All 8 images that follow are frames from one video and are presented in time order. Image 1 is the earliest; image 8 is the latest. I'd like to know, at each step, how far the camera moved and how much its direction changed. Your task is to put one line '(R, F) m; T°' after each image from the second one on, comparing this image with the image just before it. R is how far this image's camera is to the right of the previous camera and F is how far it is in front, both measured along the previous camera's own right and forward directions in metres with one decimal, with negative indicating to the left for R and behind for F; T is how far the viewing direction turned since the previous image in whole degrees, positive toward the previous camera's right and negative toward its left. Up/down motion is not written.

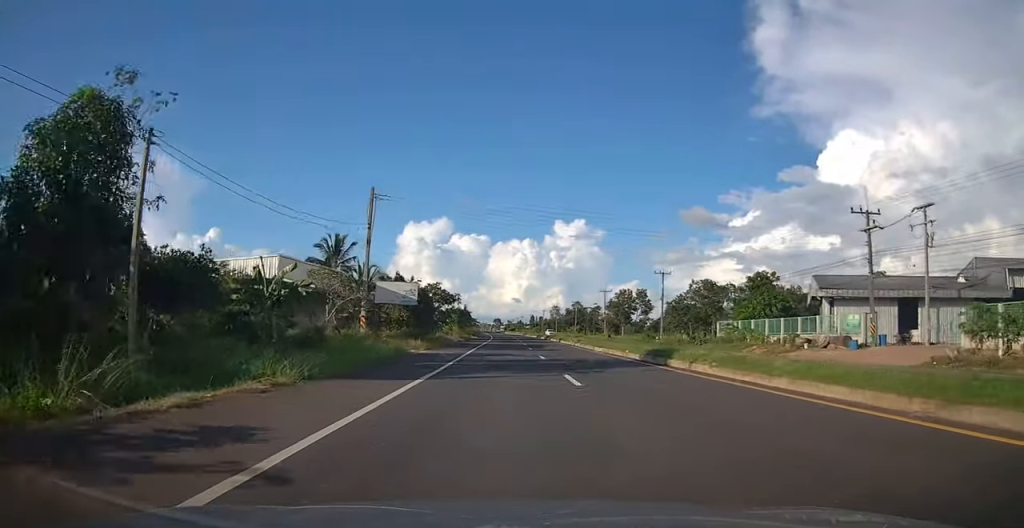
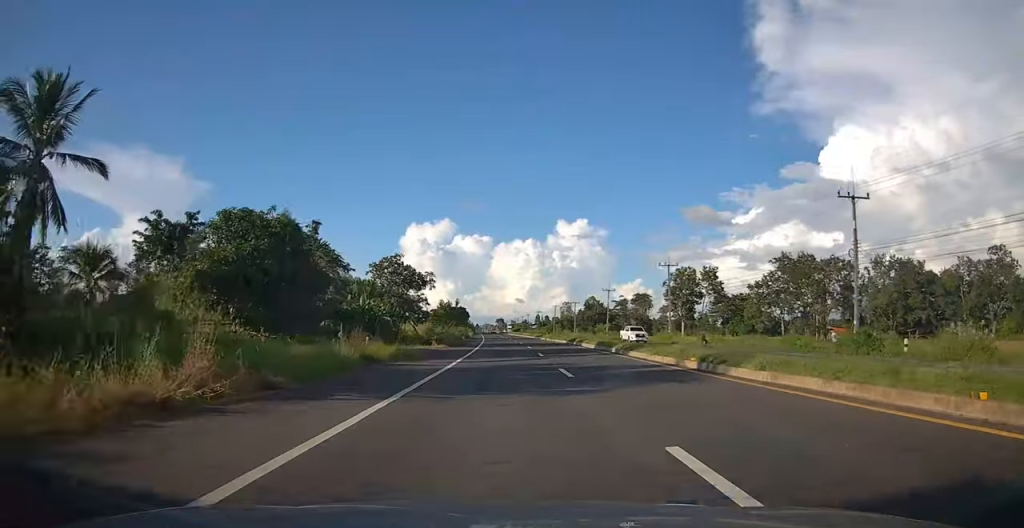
(0.0, +45.9) m; 0°
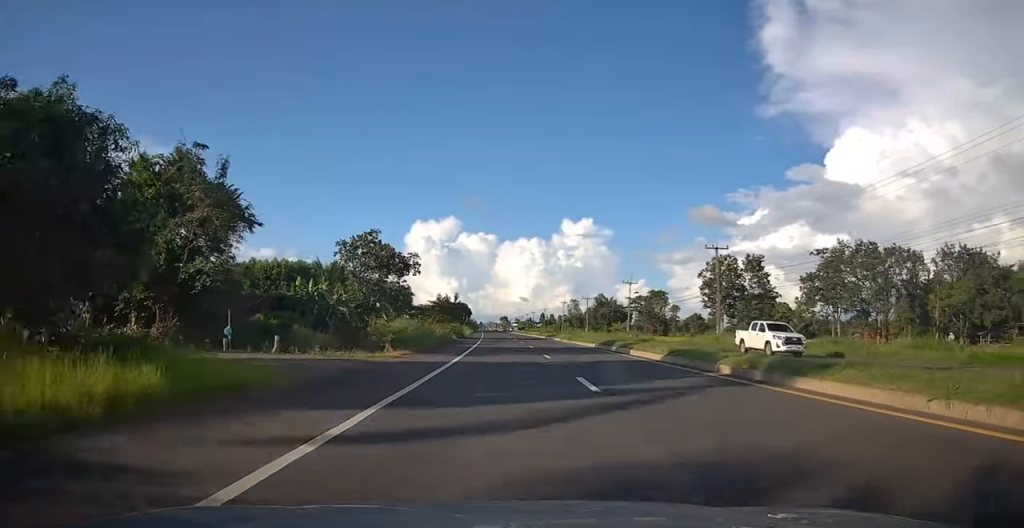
(0.0, +15.9) m; 0°
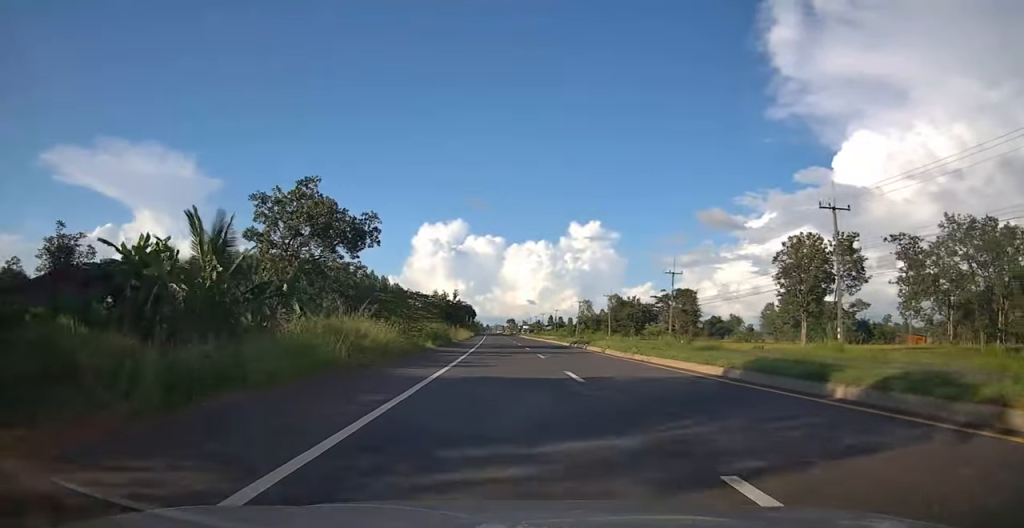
(0.0, +21.3) m; -2°
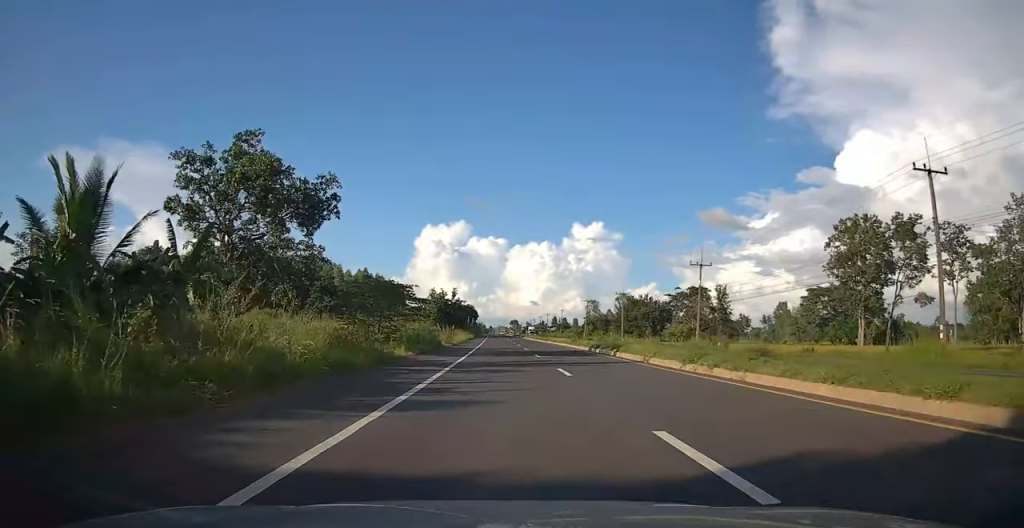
(-0.3, +9.9) m; -1°
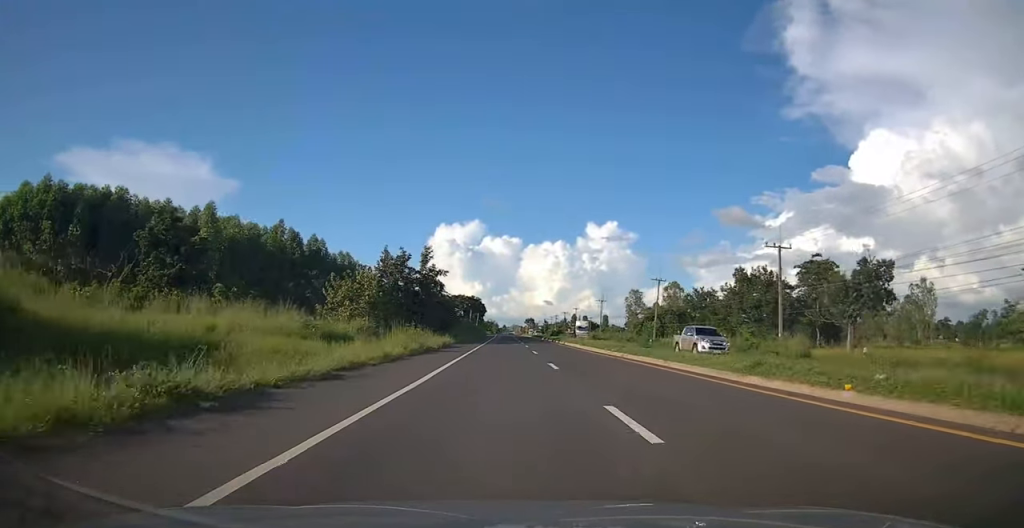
(+0.8, +57.8) m; +1°
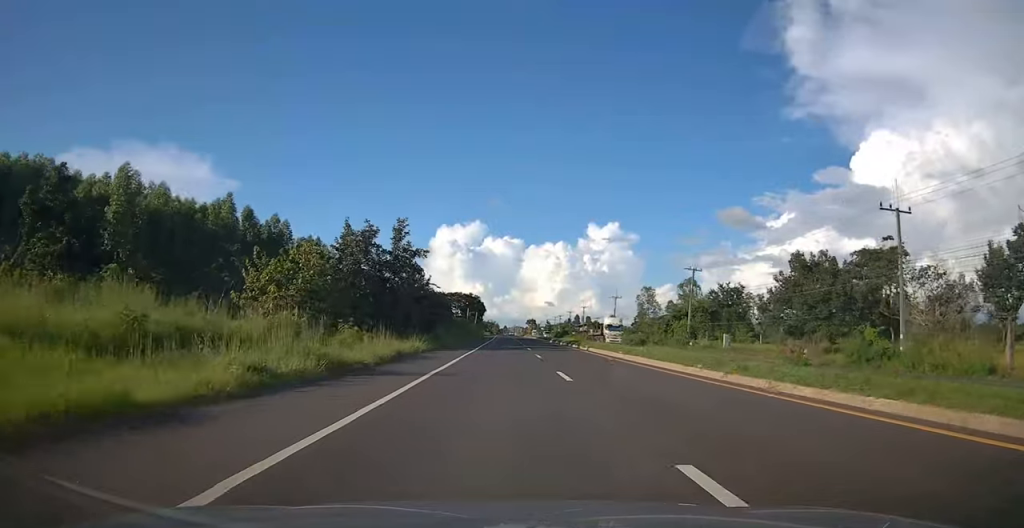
(-0.6, +16.2) m; -1°
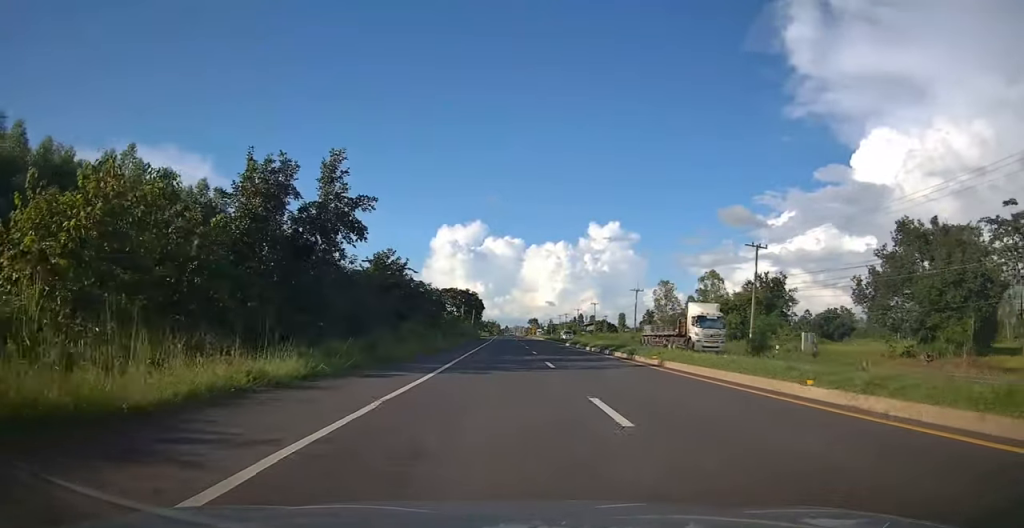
(-0.2, +18.9) m; -1°
